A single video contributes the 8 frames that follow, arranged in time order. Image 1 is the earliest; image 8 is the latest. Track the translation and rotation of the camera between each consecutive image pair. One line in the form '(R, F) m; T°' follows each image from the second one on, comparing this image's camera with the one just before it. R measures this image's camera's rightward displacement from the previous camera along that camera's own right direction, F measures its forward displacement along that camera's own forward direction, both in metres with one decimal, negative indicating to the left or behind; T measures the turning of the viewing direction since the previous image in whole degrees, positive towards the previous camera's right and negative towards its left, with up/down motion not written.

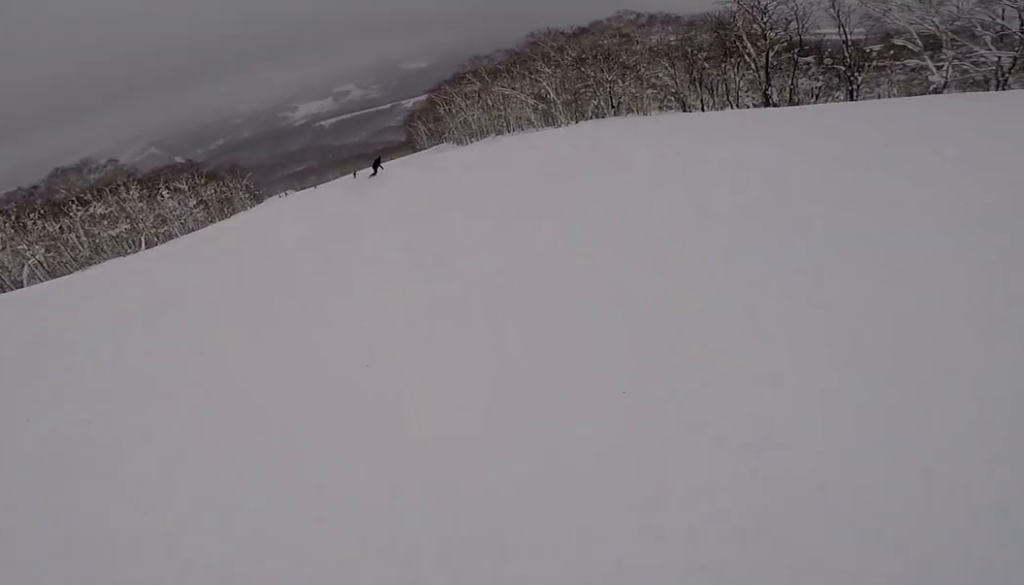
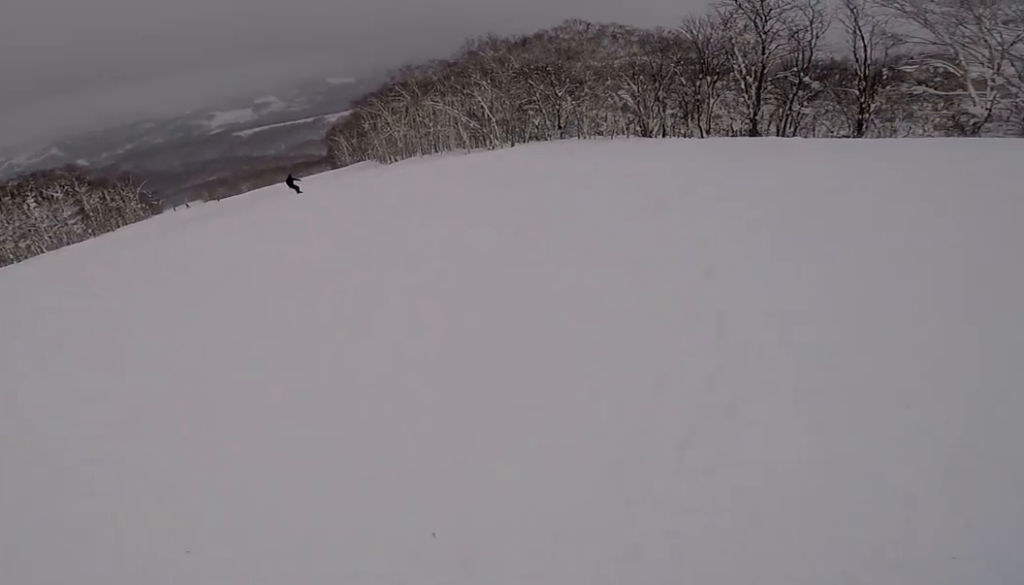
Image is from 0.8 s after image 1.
(+0.5, +9.3) m; +10°
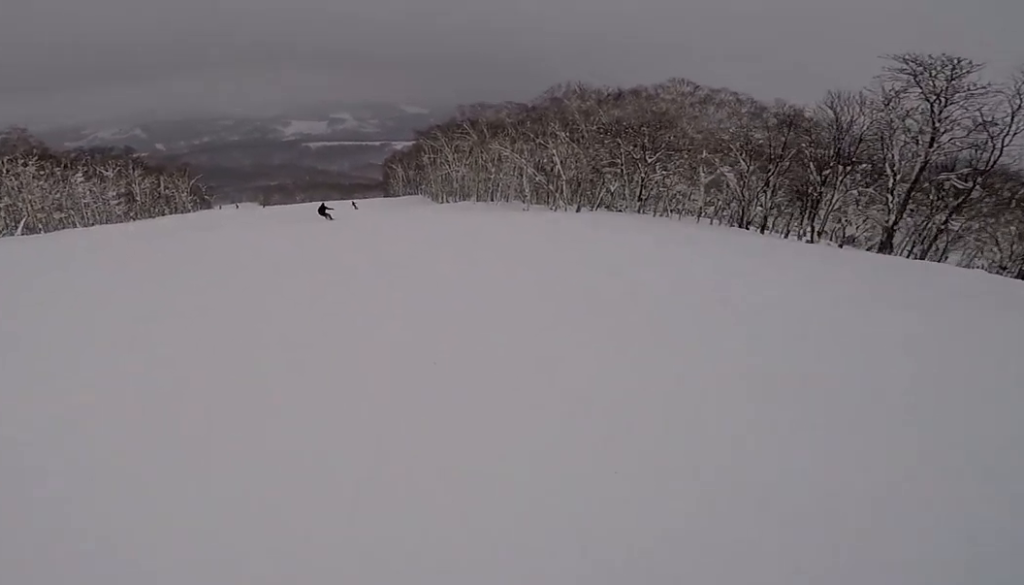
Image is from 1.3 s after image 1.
(+0.8, +5.2) m; -3°
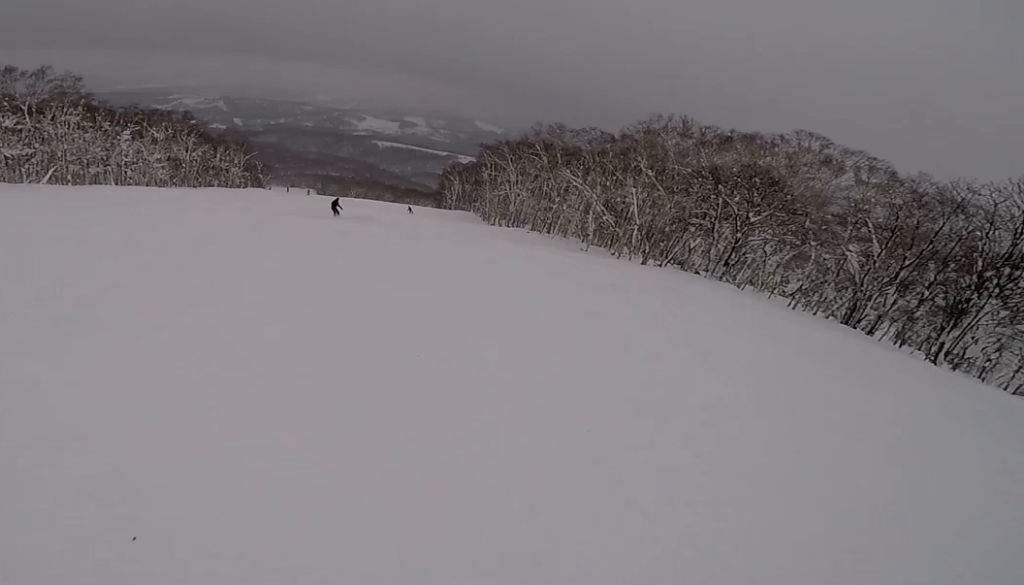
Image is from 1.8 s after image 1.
(+0.9, +5.9) m; -3°
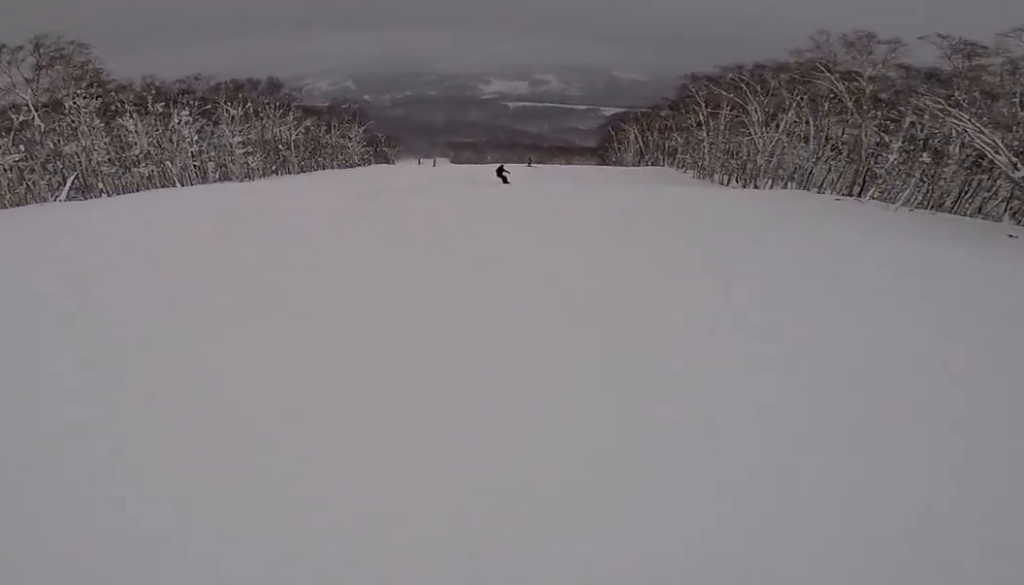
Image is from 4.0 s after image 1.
(-9.0, +25.1) m; -17°
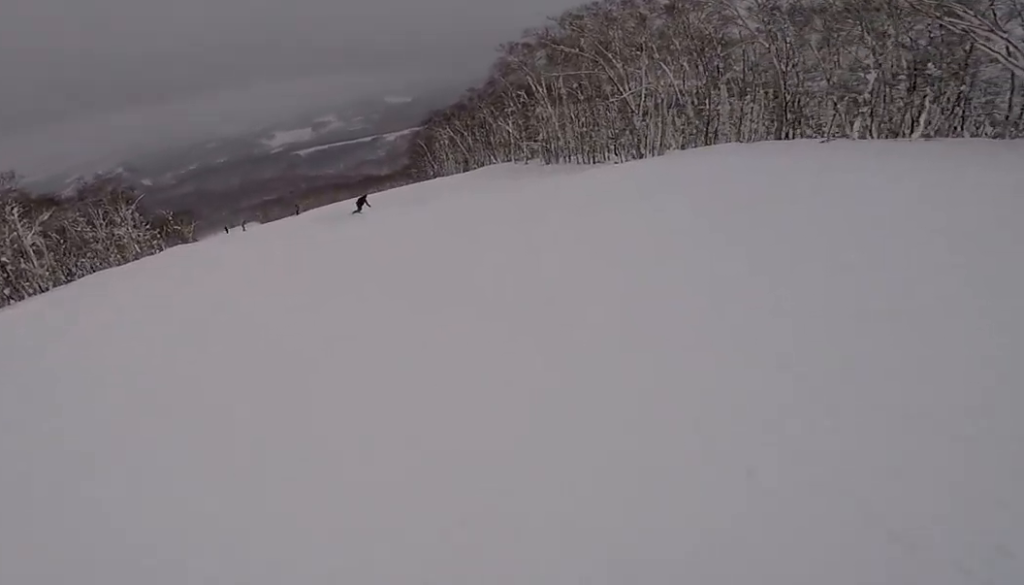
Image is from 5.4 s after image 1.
(+3.3, +17.2) m; +15°
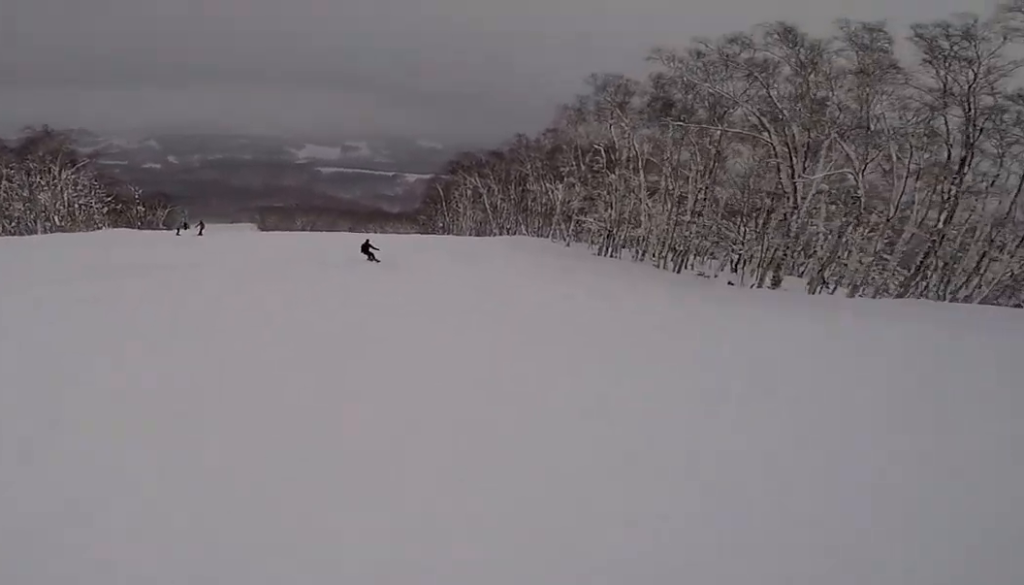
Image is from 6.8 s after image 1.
(+0.7, +17.8) m; -2°
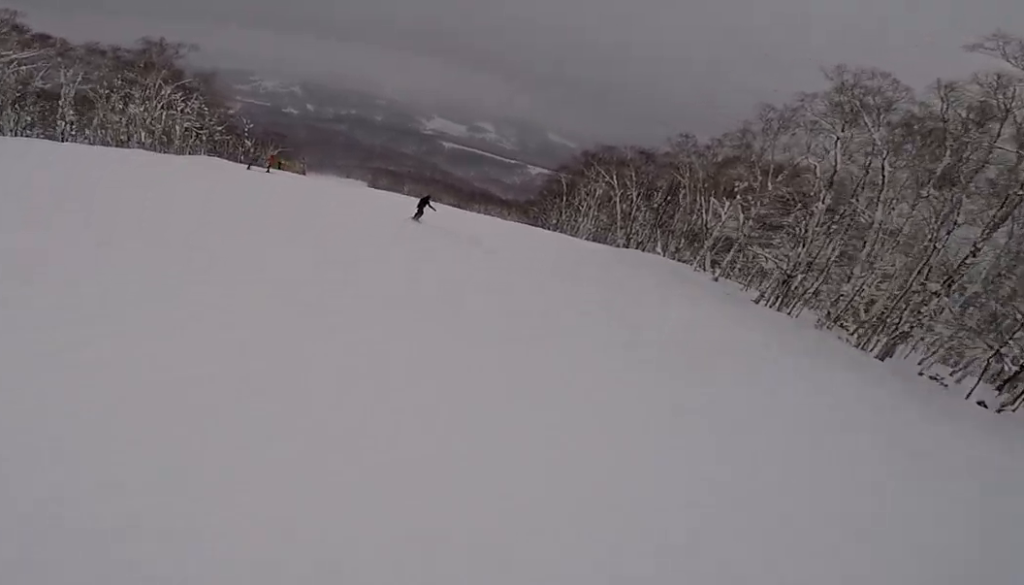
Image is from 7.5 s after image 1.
(-0.6, +8.8) m; -6°
